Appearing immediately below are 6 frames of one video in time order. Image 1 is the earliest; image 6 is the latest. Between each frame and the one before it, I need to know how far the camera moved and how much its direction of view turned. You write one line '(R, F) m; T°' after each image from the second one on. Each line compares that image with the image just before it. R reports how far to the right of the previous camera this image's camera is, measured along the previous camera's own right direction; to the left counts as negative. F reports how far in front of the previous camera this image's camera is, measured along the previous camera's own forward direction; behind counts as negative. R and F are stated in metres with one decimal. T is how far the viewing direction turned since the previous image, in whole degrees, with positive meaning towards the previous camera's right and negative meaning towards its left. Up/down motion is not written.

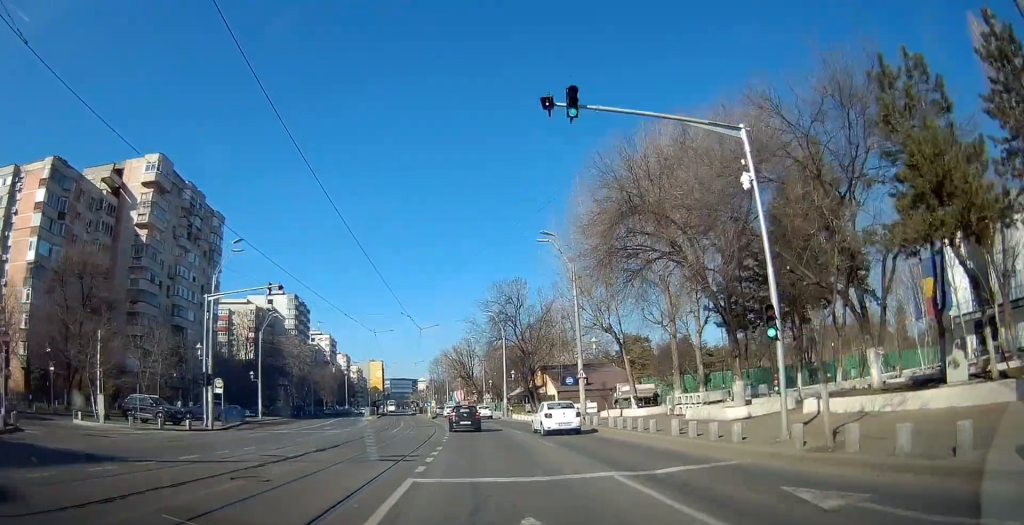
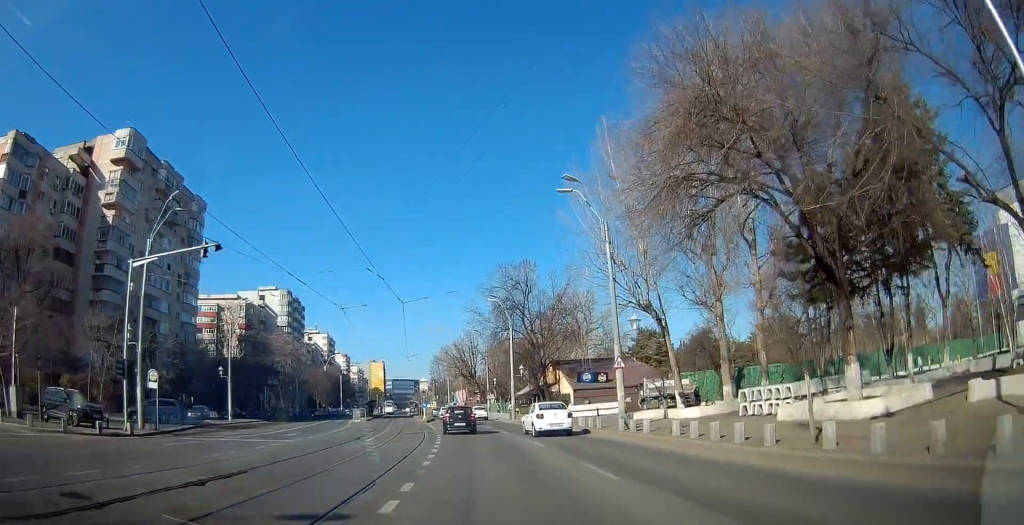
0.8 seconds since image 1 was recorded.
(0.0, +9.0) m; -1°
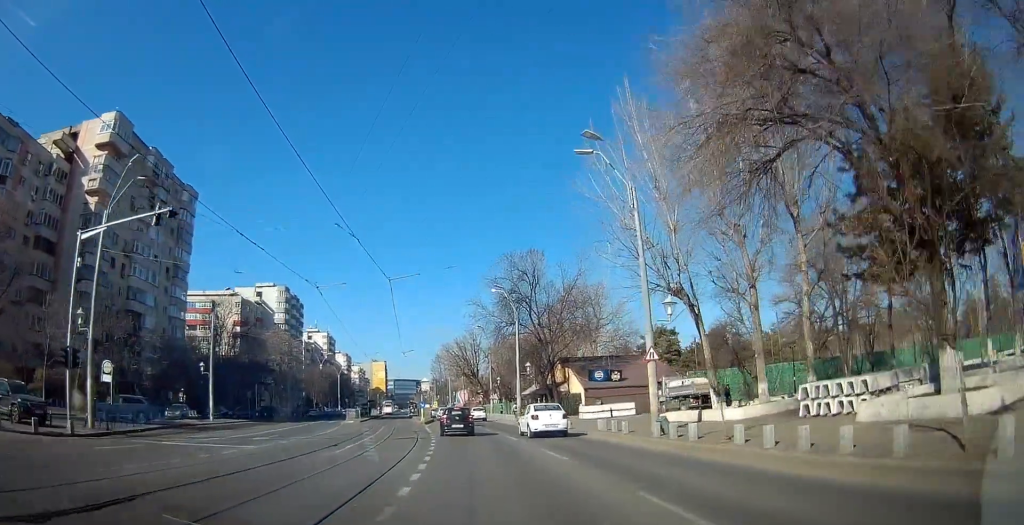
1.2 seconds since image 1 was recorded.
(+0.1, +4.8) m; -1°
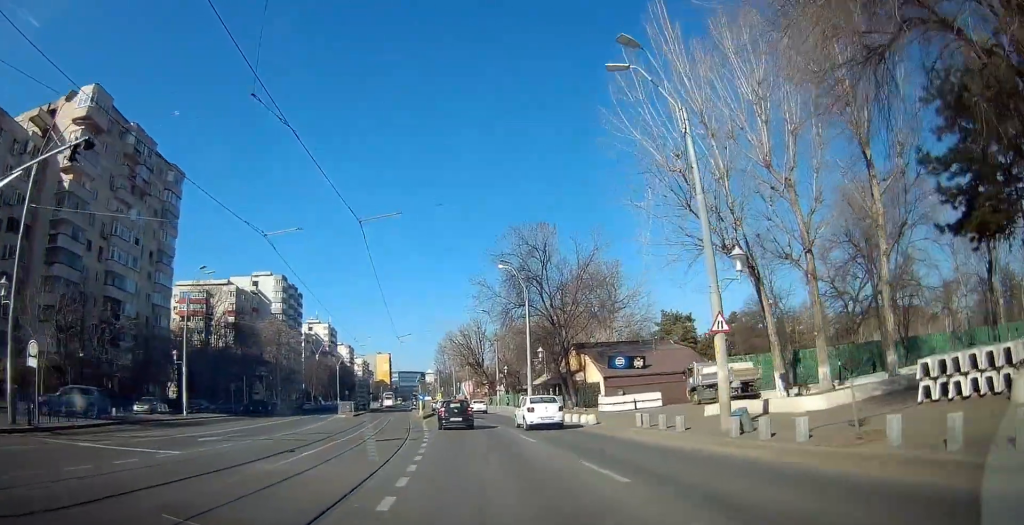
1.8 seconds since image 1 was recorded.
(-0.2, +6.1) m; 0°
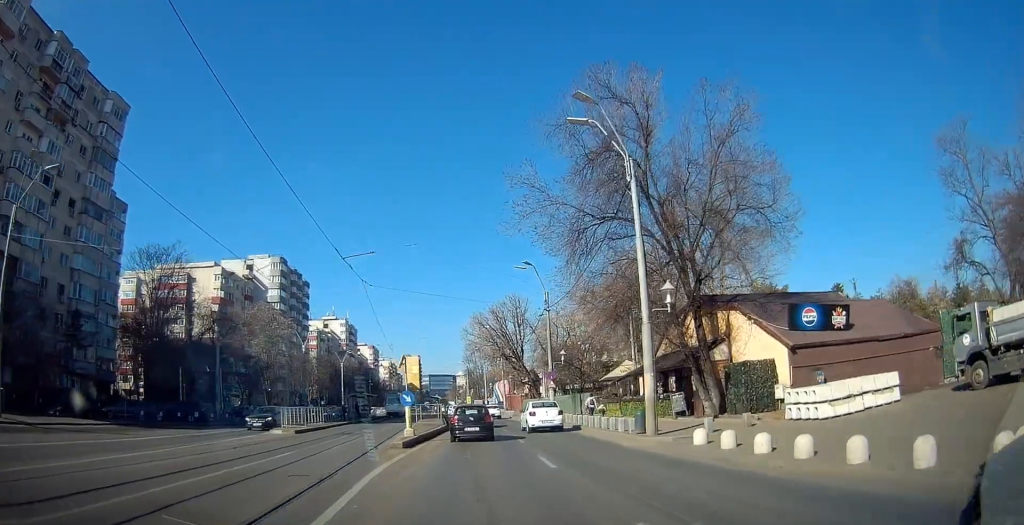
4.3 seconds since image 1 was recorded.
(+0.6, +25.1) m; +1°
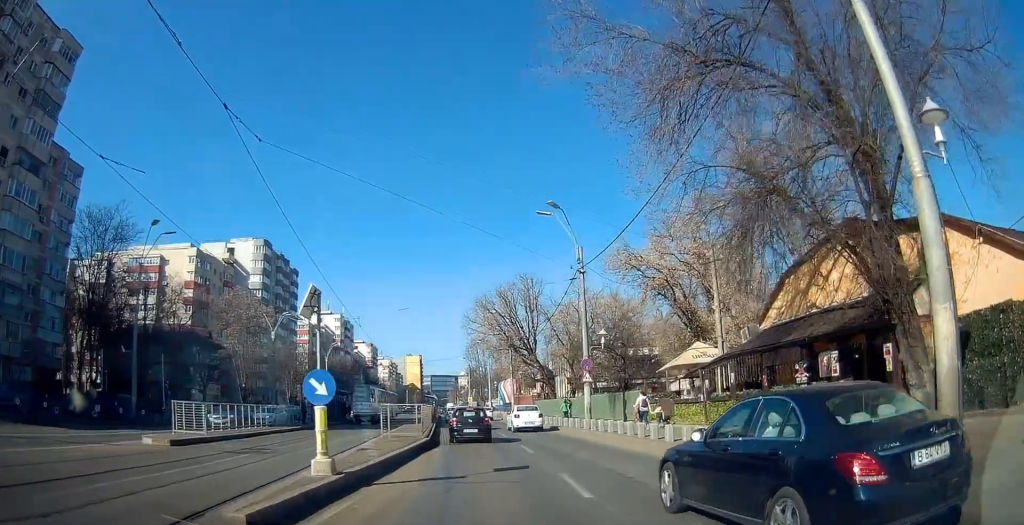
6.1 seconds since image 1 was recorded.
(+1.2, +15.7) m; +6°
